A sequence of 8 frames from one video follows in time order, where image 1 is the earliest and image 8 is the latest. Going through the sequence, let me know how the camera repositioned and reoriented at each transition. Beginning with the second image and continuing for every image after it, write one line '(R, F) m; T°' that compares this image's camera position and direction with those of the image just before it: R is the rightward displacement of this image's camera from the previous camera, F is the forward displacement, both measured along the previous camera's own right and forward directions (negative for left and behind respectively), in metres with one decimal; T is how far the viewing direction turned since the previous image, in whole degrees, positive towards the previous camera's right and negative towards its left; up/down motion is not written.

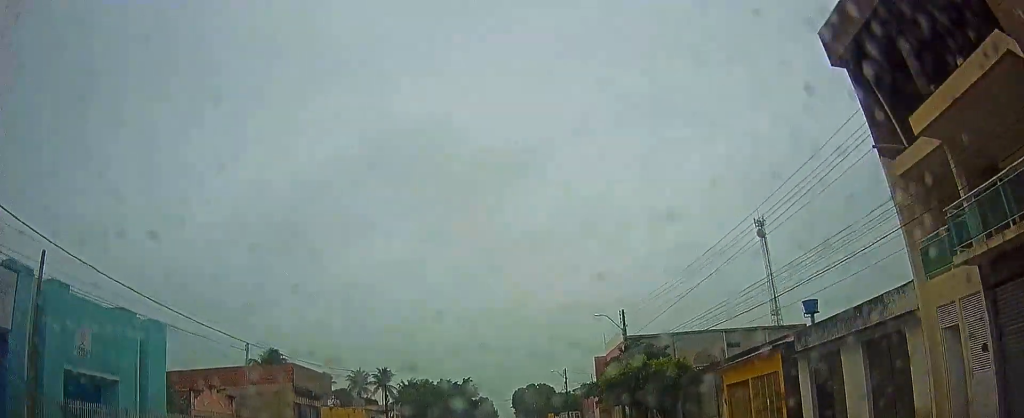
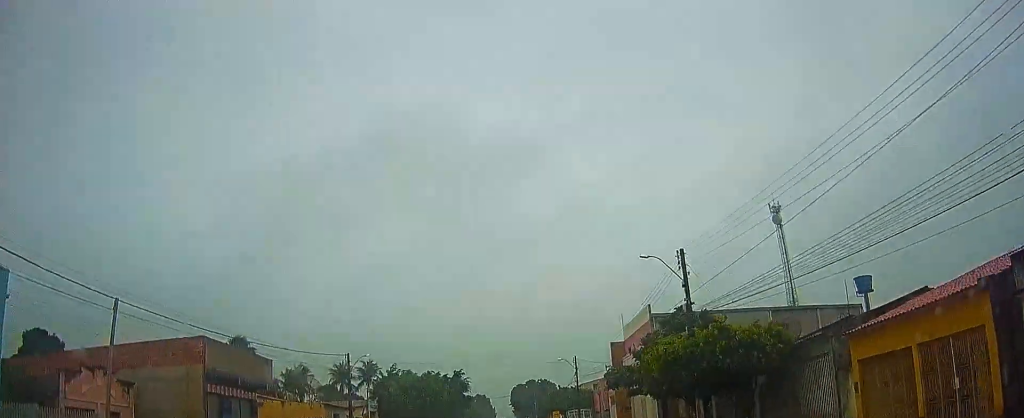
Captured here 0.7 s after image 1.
(+0.3, +11.3) m; 0°
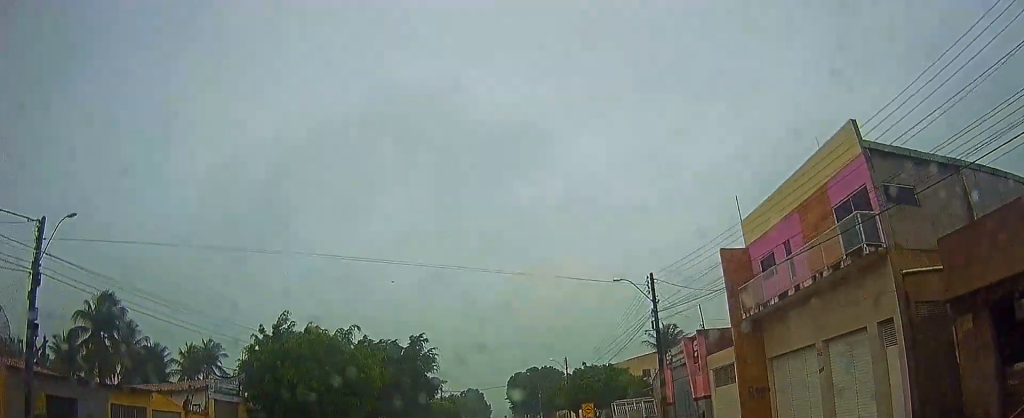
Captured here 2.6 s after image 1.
(+0.1, +30.3) m; +2°
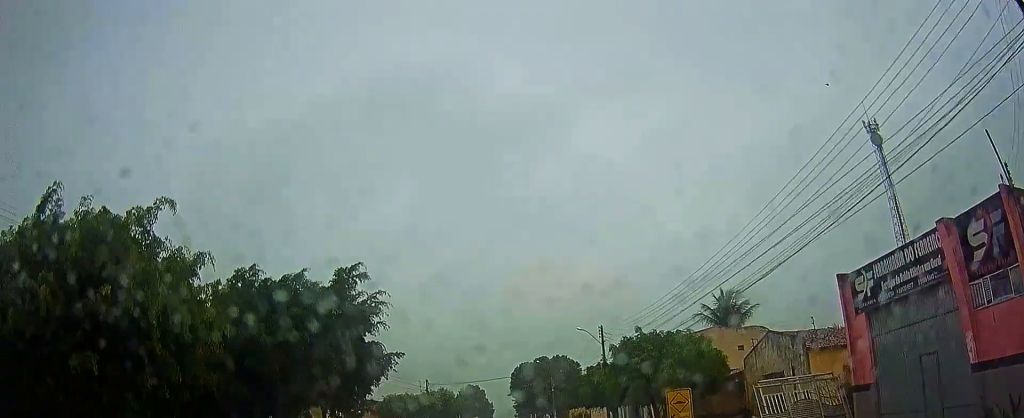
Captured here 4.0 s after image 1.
(-0.3, +21.0) m; -2°
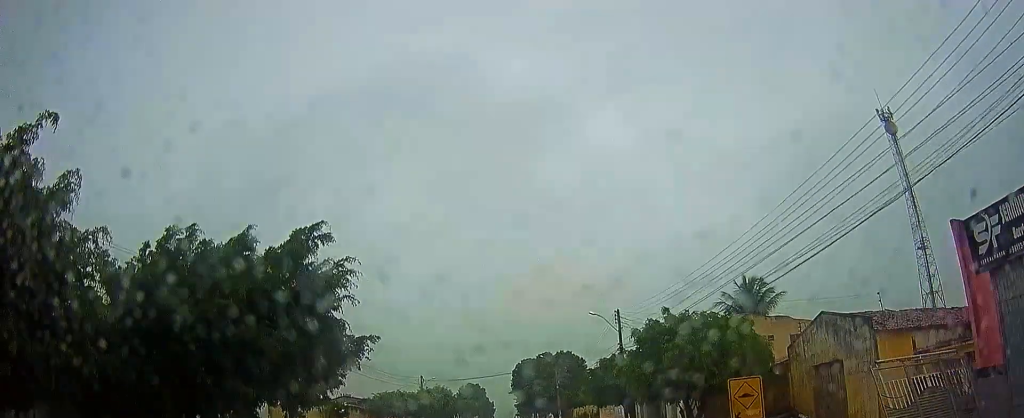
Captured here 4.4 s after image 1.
(-0.1, +6.2) m; 0°
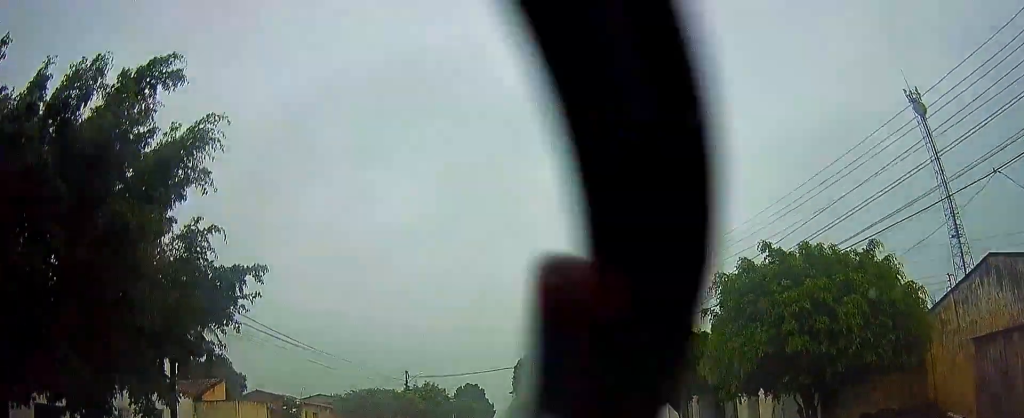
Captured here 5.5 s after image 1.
(+0.1, +13.6) m; 0°
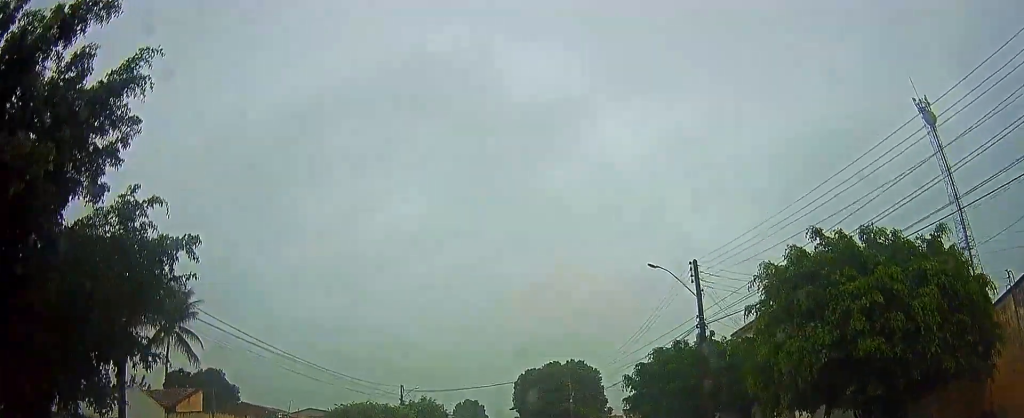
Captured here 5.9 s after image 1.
(-0.1, +4.4) m; +1°
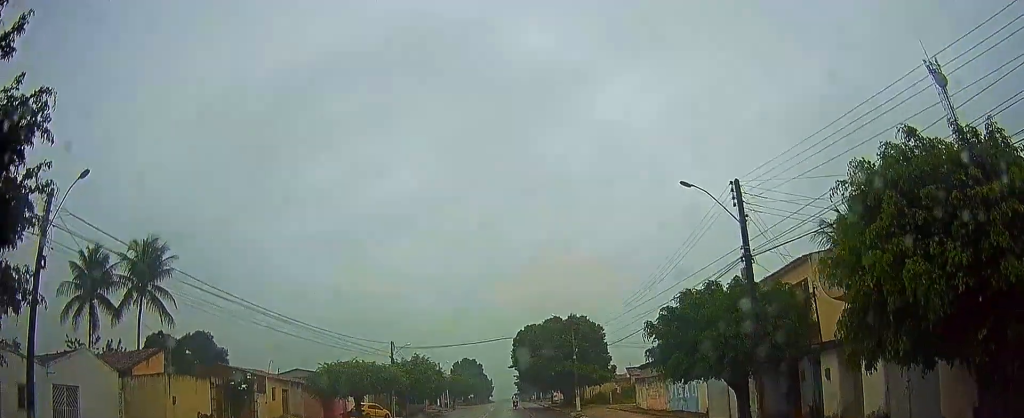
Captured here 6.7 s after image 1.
(-0.1, +6.9) m; +2°
